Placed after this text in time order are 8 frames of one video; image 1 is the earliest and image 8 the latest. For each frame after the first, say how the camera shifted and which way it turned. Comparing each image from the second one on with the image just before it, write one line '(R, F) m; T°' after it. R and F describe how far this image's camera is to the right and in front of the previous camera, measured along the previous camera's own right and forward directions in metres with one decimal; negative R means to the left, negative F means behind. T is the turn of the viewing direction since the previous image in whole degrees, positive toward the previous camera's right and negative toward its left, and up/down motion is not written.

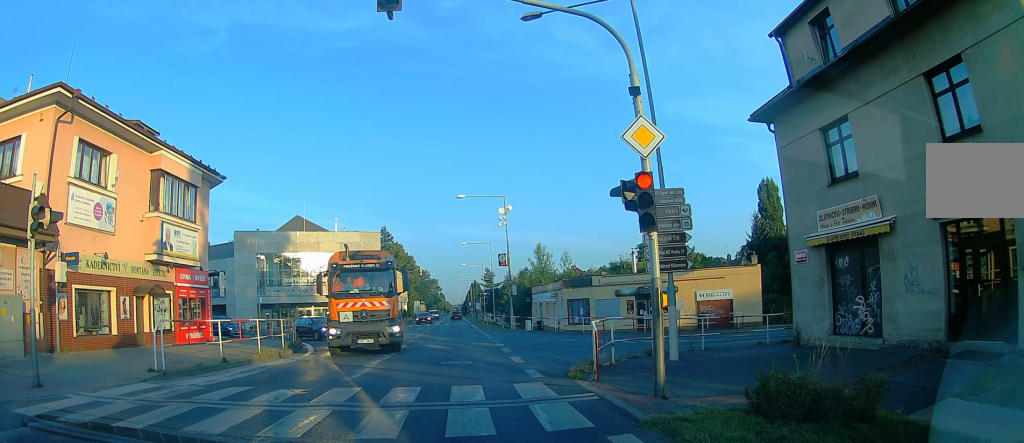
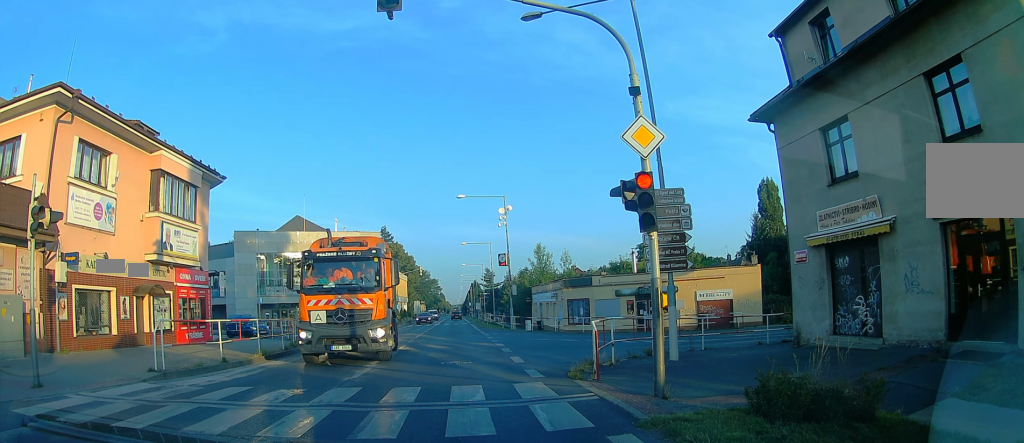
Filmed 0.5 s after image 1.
(0.0, 0.0) m; 0°
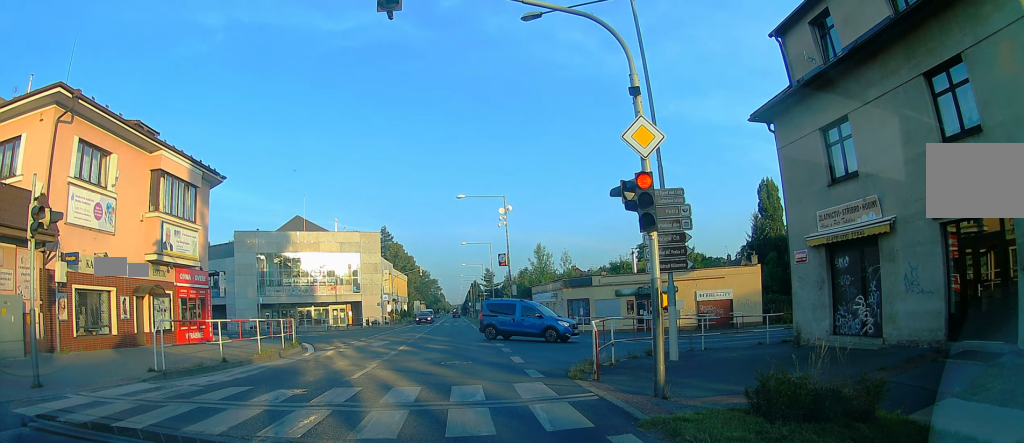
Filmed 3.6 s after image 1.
(0.0, 0.0) m; 0°
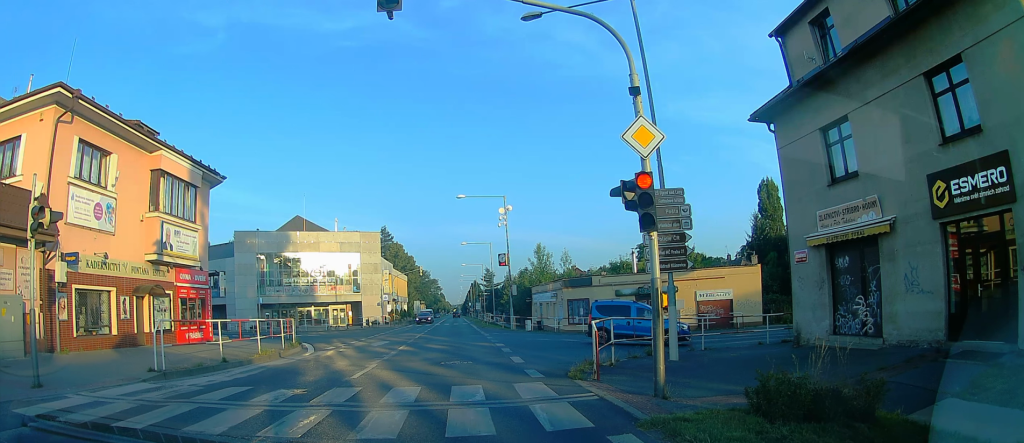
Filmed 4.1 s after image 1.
(0.0, 0.0) m; 0°
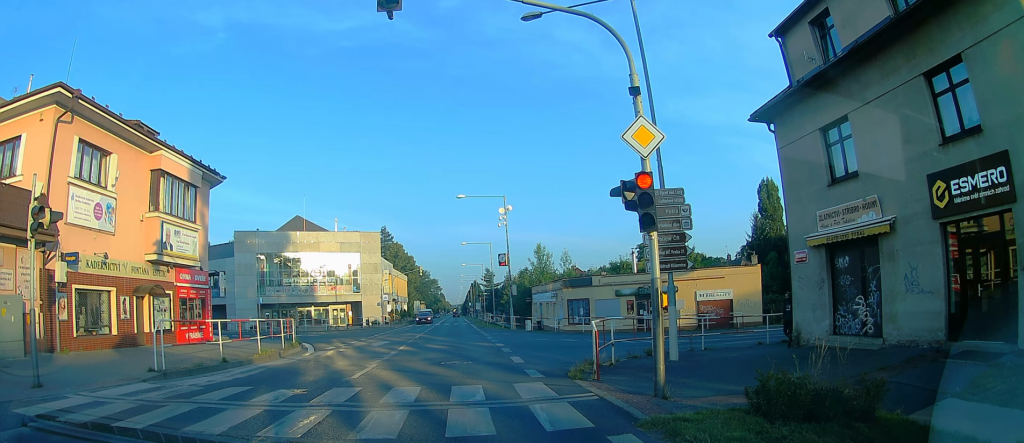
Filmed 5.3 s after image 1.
(0.0, 0.0) m; 0°
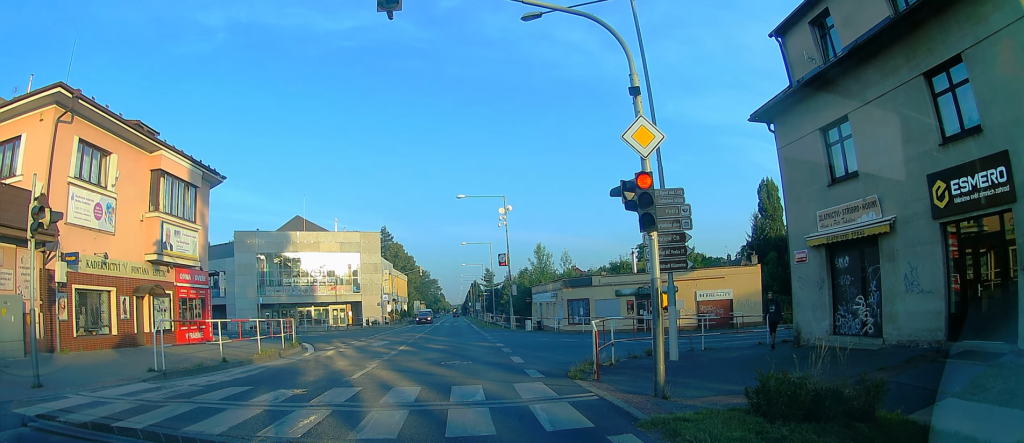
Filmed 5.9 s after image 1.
(0.0, 0.0) m; 0°
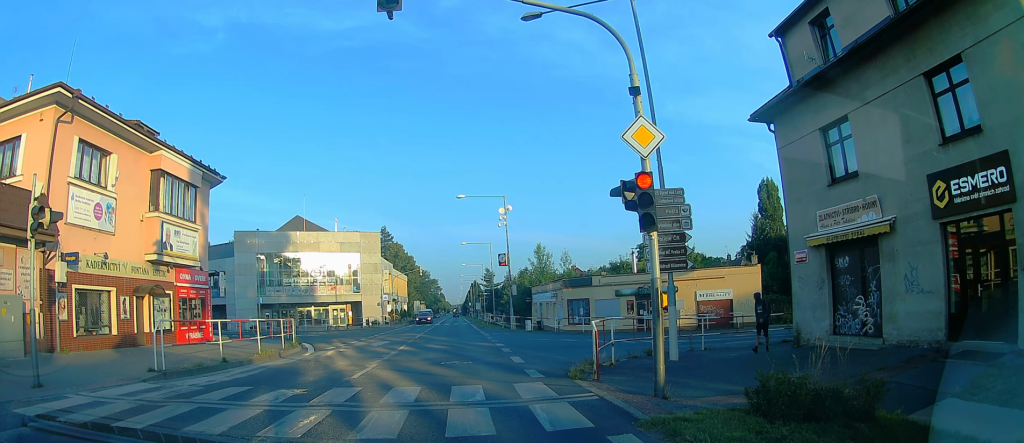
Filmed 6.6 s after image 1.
(0.0, 0.0) m; 0°
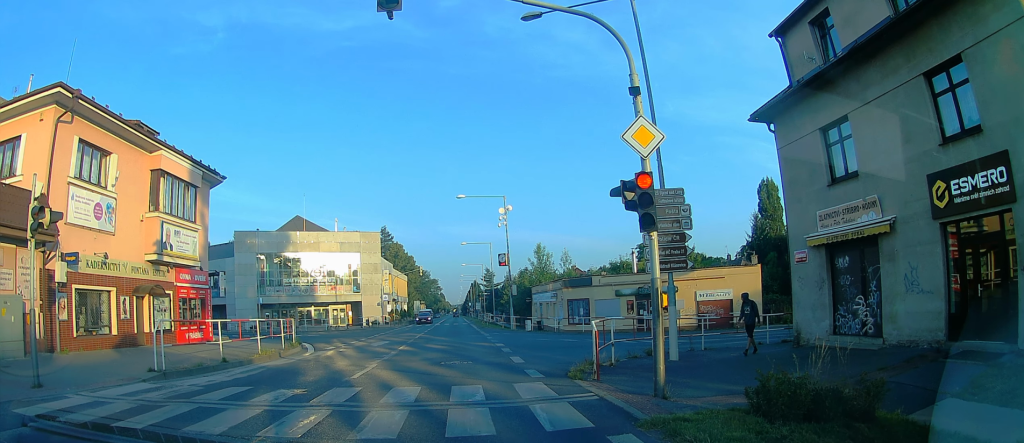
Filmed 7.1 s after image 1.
(0.0, 0.0) m; 0°
